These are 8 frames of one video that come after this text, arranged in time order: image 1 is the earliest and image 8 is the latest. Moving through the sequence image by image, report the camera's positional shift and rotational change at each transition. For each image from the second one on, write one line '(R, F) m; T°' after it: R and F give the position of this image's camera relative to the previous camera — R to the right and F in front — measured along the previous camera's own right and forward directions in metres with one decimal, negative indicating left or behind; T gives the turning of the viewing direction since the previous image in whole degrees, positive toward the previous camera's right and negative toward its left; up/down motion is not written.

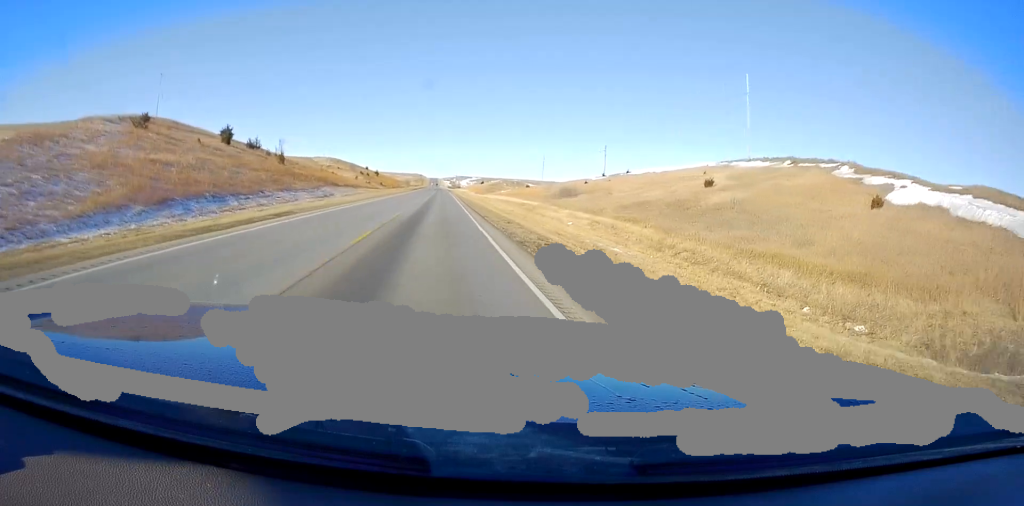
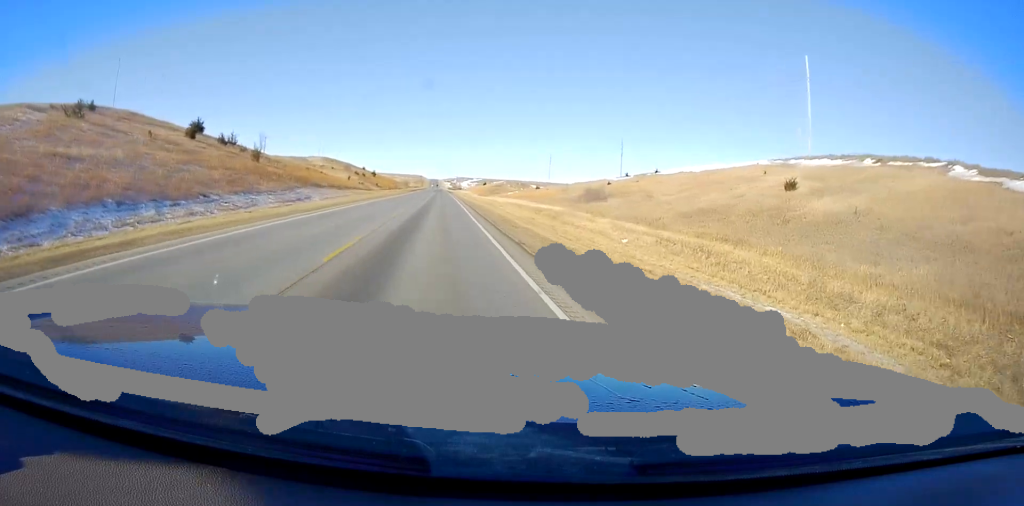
(+0.1, +16.0) m; -1°
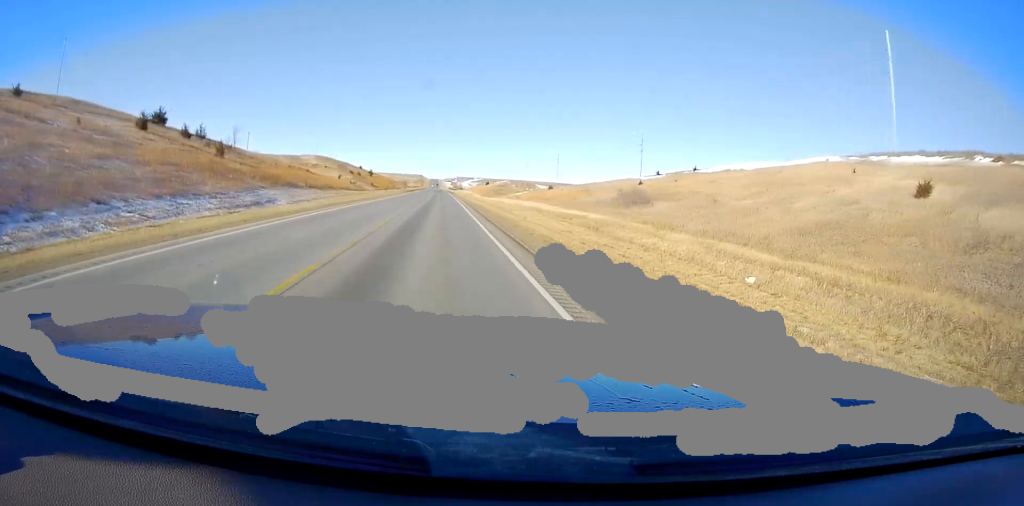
(-0.3, +16.2) m; 0°
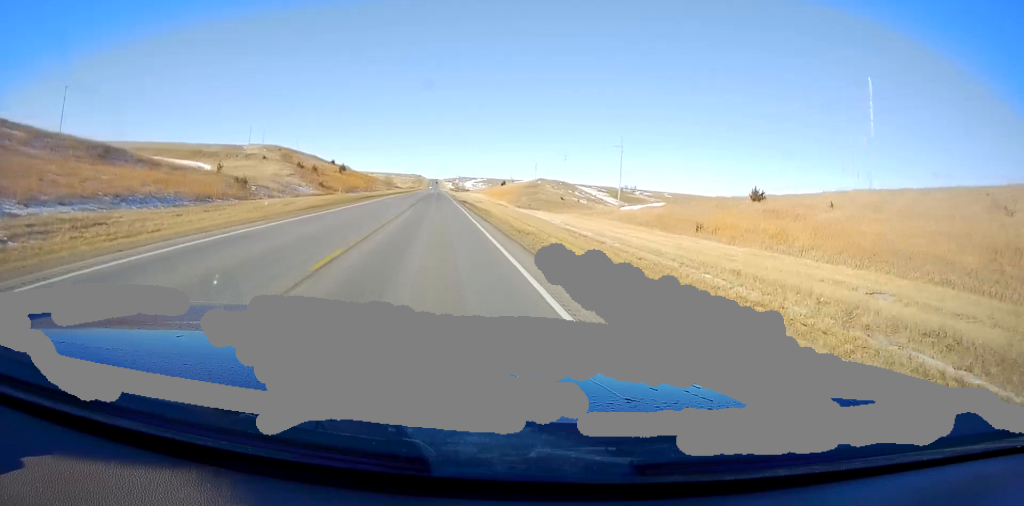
(-0.1, +85.0) m; 0°
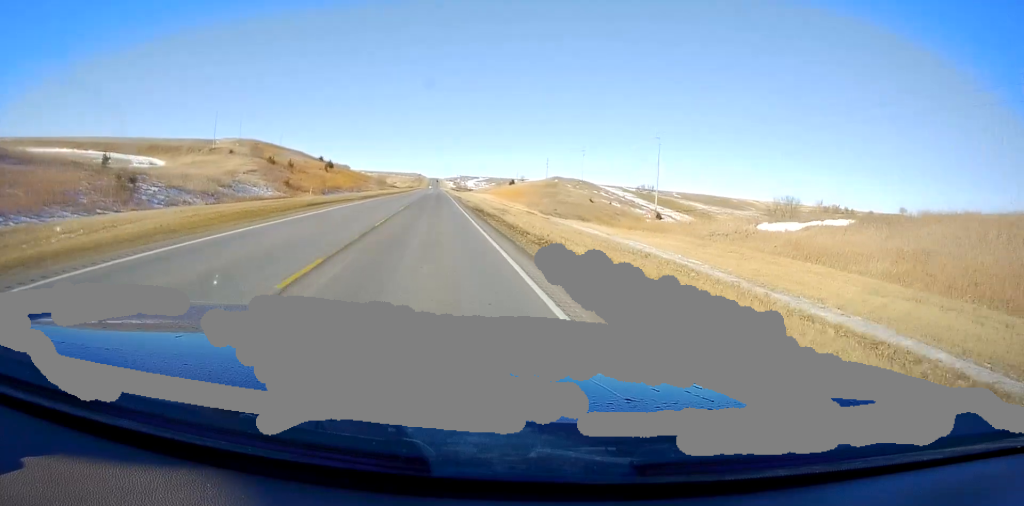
(+0.2, +26.6) m; 0°
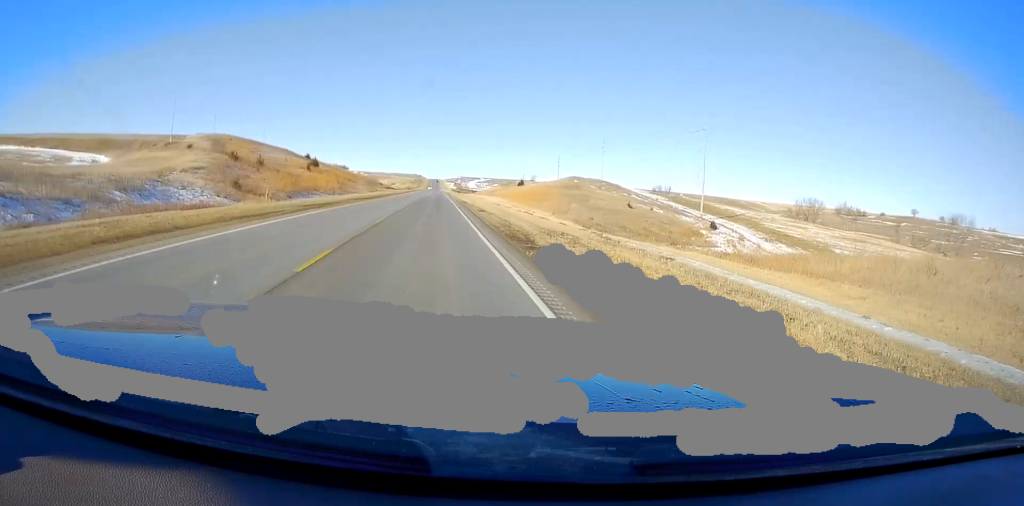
(-0.2, +23.0) m; -2°
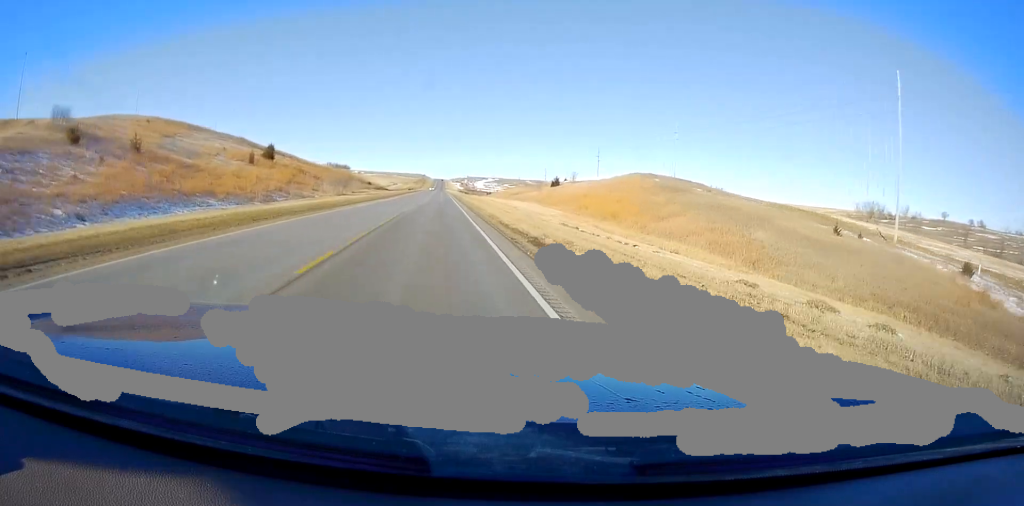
(-0.2, +49.1) m; +1°
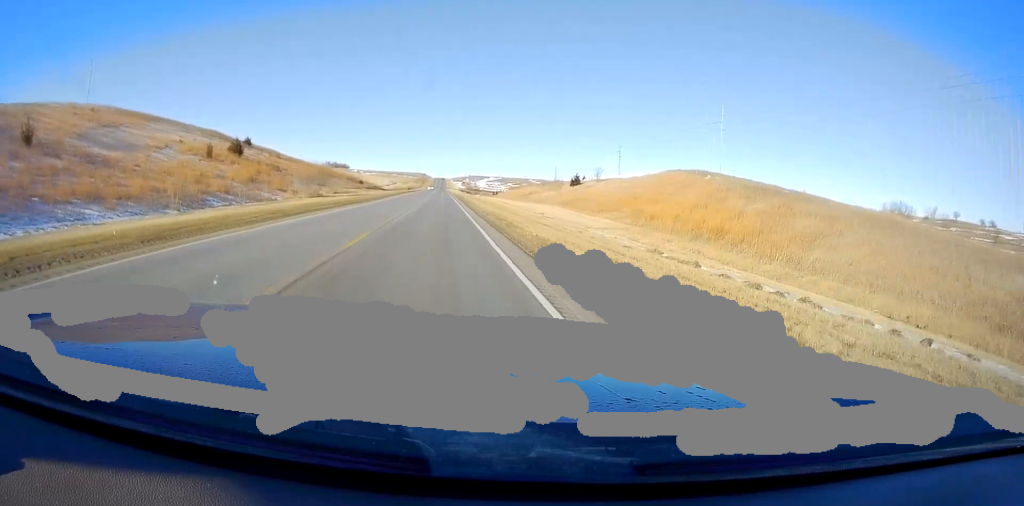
(+0.1, +19.6) m; 0°
